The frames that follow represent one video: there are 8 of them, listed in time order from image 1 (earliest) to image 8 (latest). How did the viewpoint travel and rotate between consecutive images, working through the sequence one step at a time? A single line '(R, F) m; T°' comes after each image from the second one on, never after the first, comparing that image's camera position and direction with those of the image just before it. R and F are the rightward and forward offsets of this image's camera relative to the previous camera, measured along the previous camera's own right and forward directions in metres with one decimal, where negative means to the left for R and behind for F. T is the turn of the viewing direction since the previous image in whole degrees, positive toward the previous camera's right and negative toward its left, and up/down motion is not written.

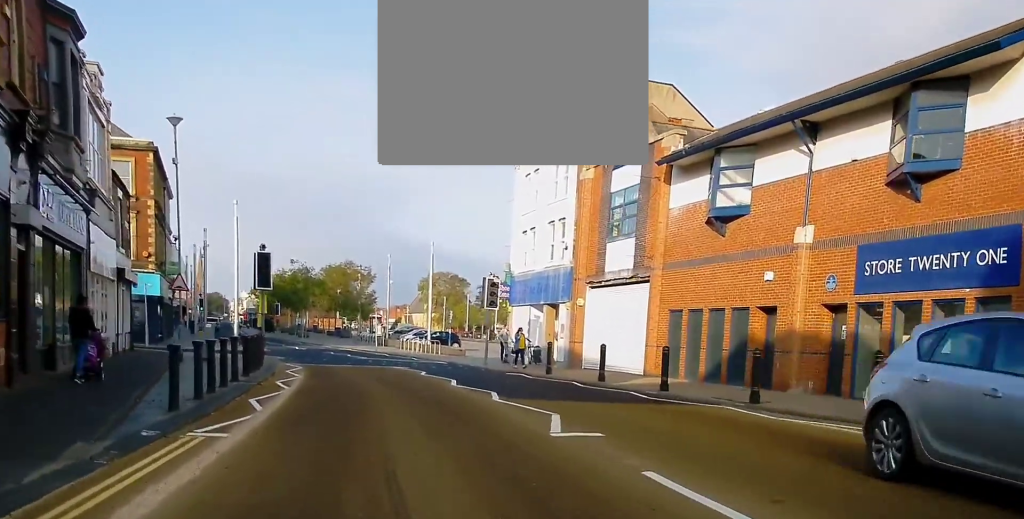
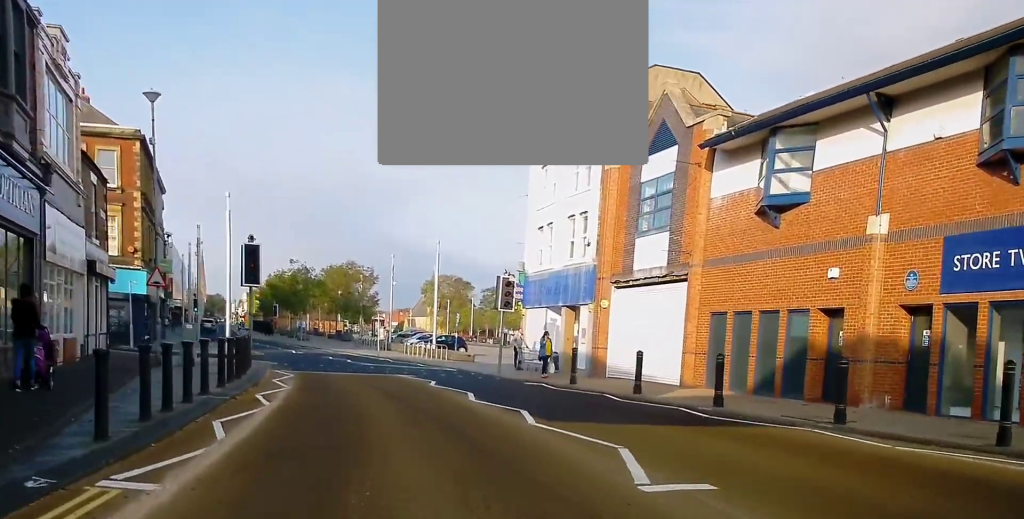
(0.0, +3.1) m; 0°
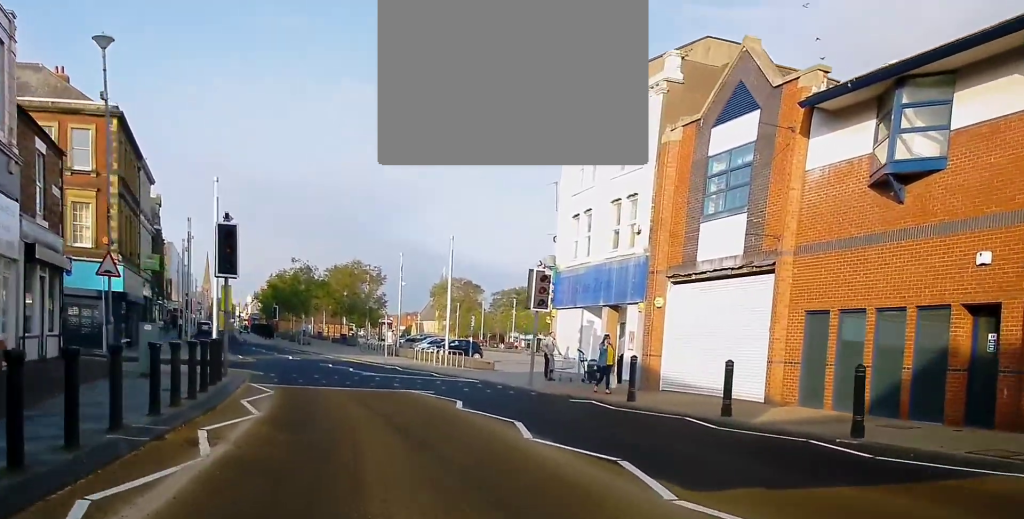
(0.0, +5.0) m; 0°
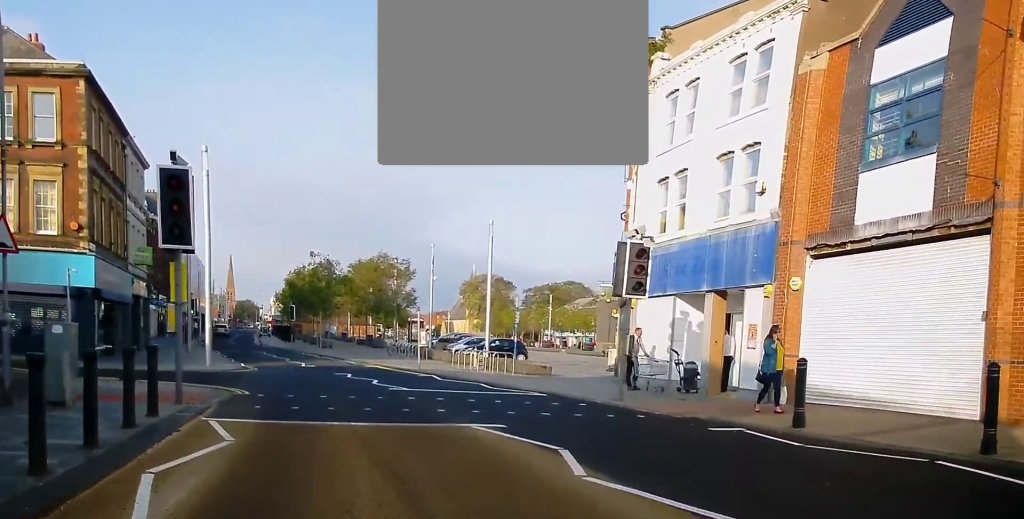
(0.0, +6.8) m; -2°
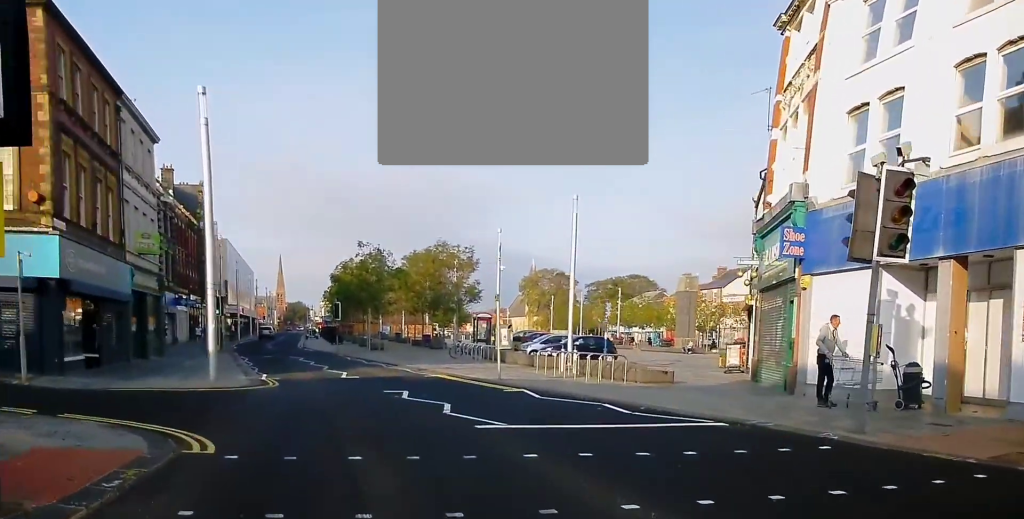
(-0.3, +8.1) m; -5°
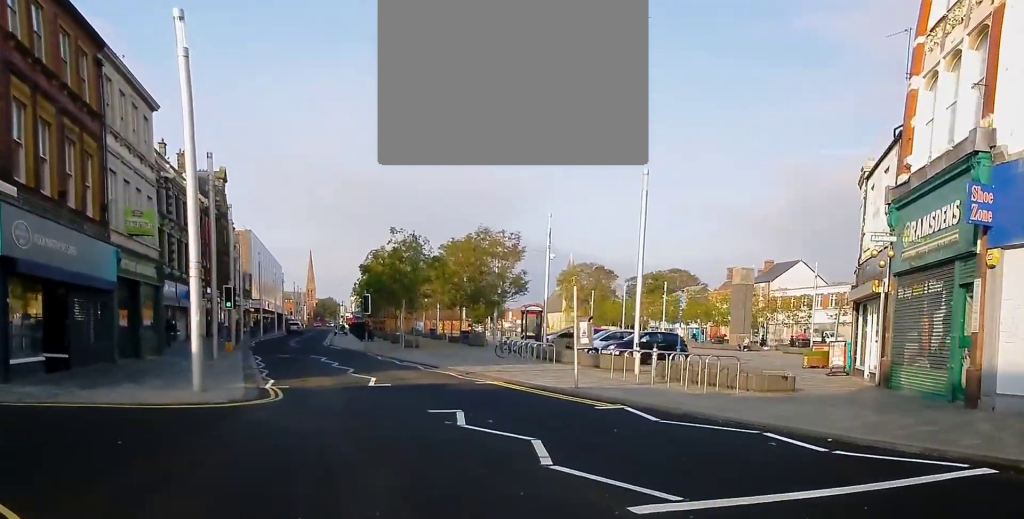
(-0.2, +5.6) m; -2°
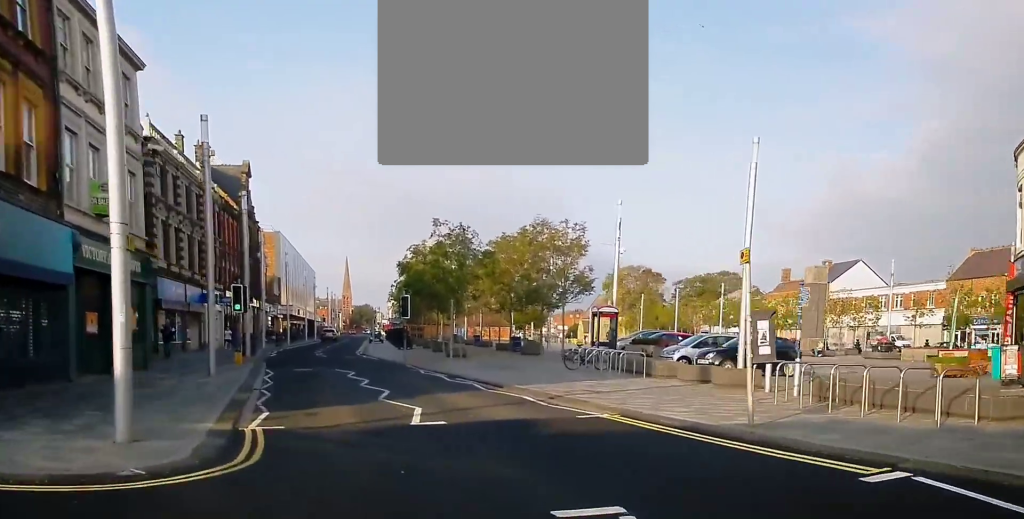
(0.0, +7.0) m; -1°
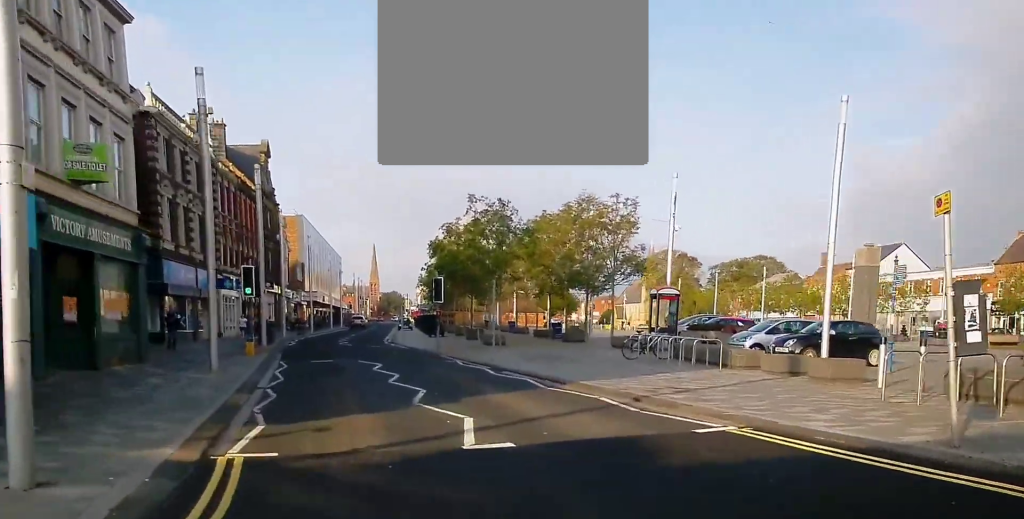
(+0.1, +3.8) m; -2°
